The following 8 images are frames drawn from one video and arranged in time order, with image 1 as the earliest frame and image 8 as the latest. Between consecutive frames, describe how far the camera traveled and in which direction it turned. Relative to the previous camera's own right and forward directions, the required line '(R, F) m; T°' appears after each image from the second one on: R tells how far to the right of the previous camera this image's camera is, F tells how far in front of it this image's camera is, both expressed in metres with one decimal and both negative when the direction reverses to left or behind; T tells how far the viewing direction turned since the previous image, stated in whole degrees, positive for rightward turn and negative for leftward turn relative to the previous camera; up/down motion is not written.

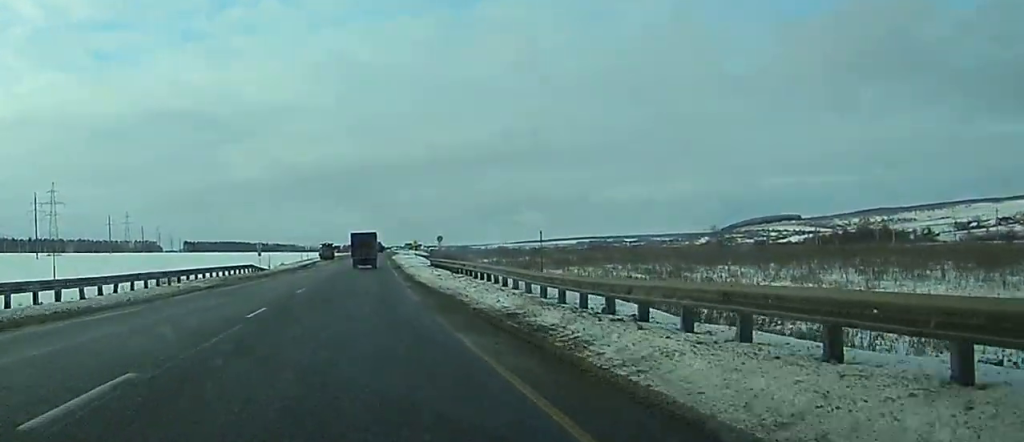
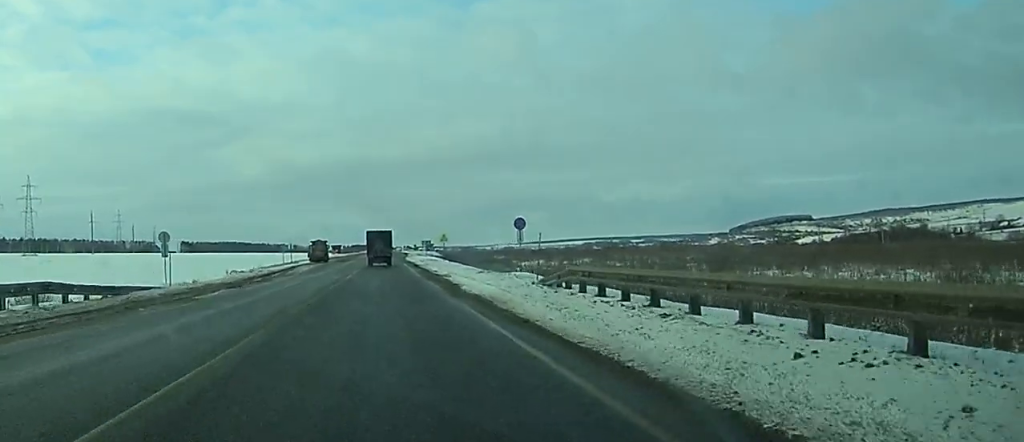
(0.0, +41.7) m; -1°
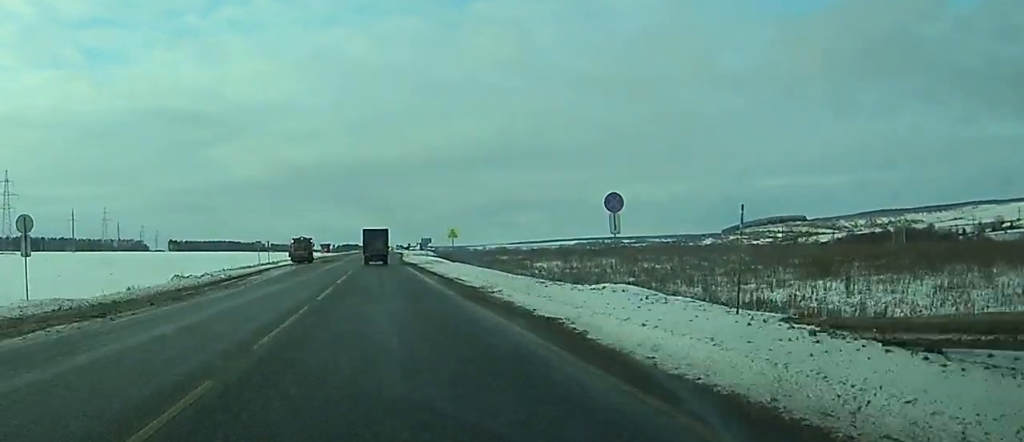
(-0.2, +17.5) m; -1°
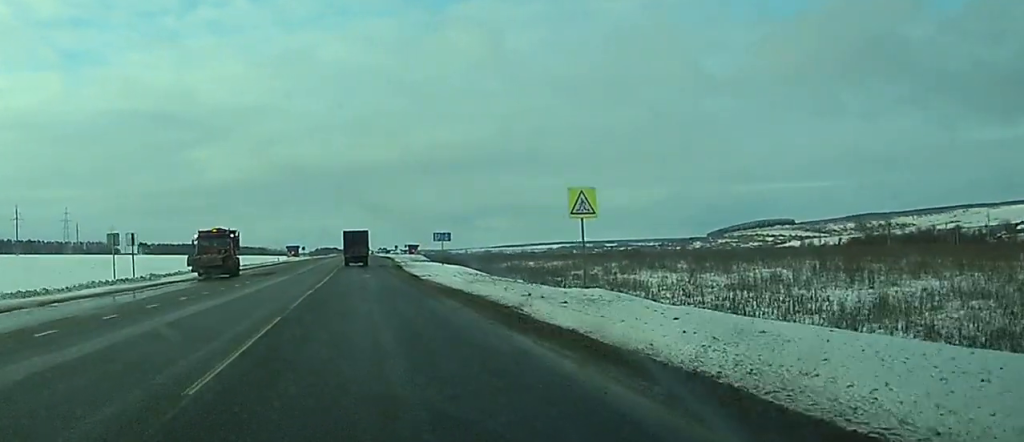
(+0.3, +51.2) m; +1°
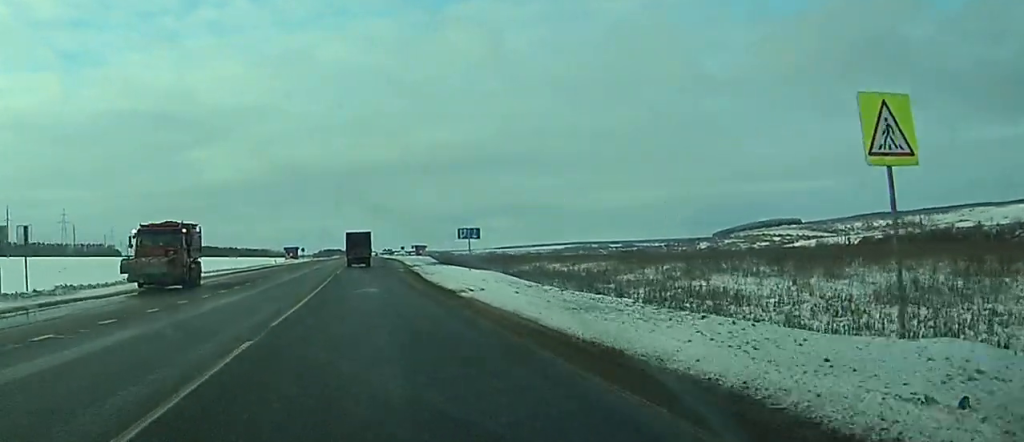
(+0.2, +16.0) m; 0°
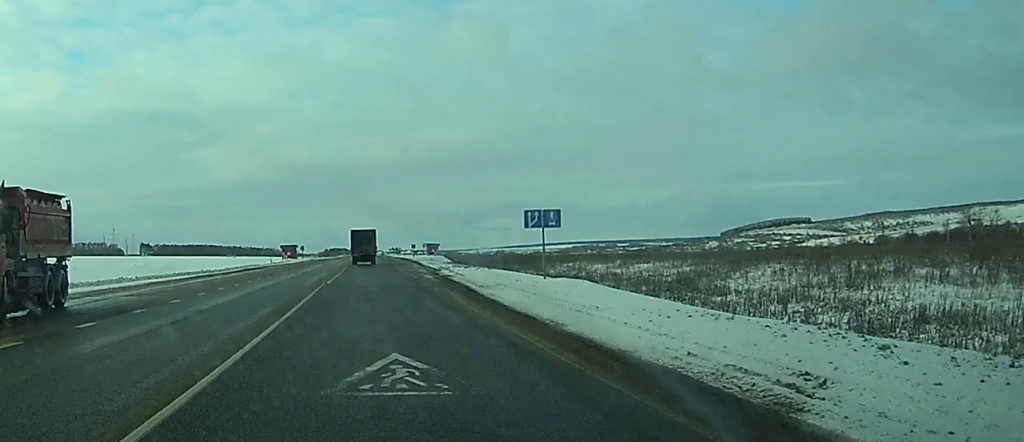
(0.0, +21.4) m; 0°
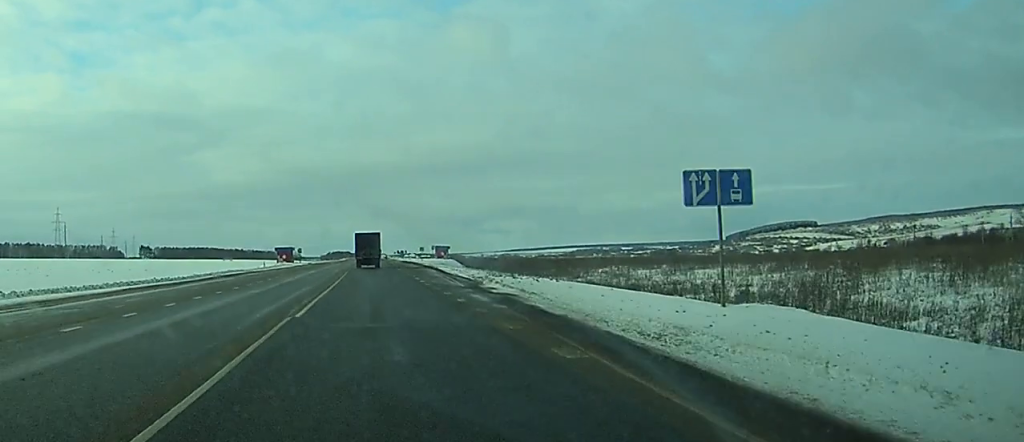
(+0.1, +16.8) m; 0°
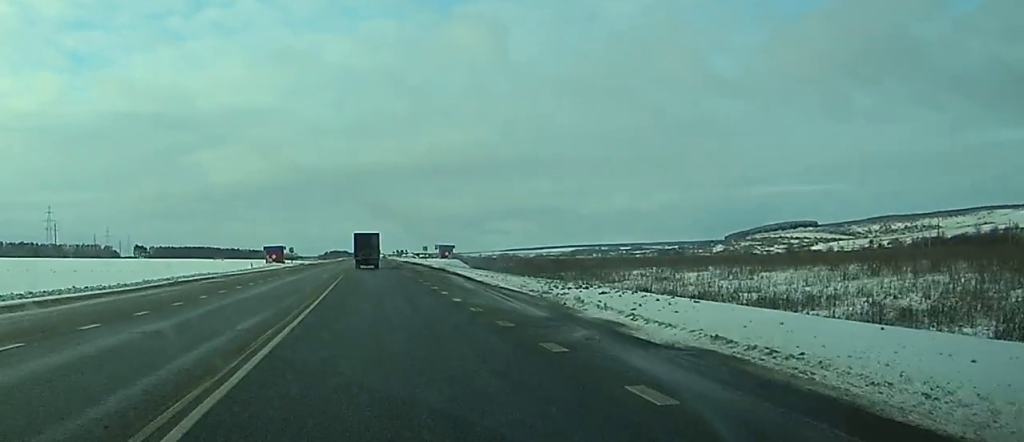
(+0.1, +14.5) m; 0°
